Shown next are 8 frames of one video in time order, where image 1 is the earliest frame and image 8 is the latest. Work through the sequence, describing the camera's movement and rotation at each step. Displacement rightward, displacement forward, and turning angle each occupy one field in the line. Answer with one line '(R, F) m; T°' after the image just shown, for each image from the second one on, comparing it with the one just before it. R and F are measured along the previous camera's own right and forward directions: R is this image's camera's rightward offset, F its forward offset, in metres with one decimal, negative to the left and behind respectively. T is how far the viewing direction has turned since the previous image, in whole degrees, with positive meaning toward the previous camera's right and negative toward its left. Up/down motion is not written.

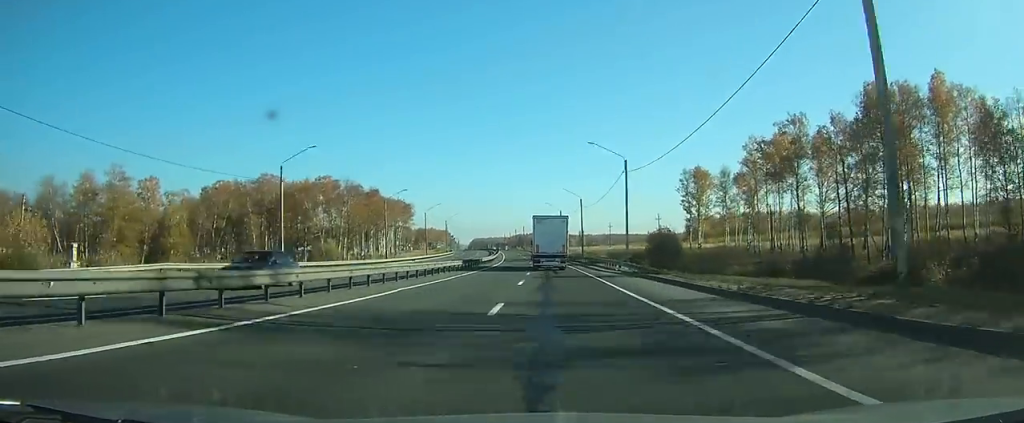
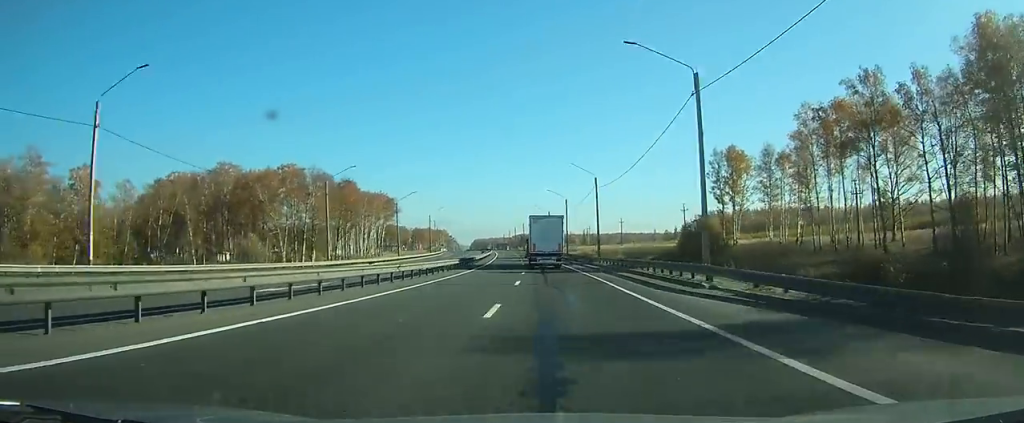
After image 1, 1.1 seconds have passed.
(-0.1, +22.3) m; 0°
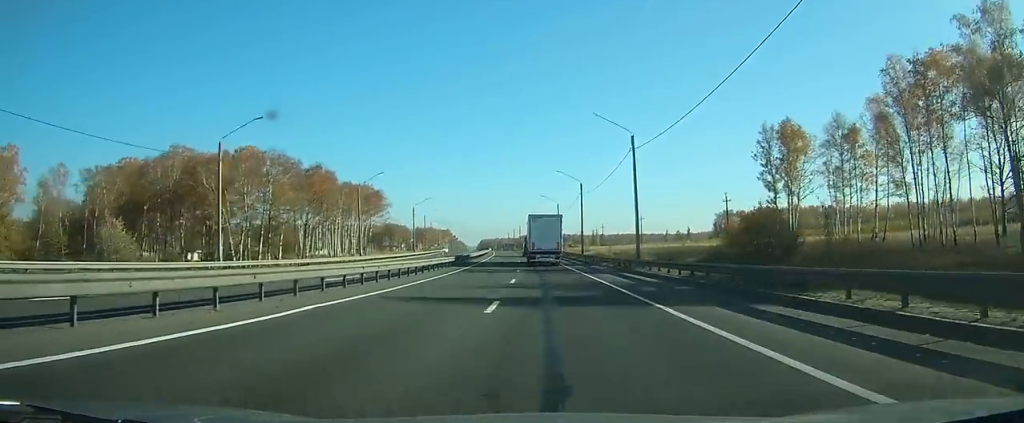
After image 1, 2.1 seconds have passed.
(0.0, +21.6) m; -1°
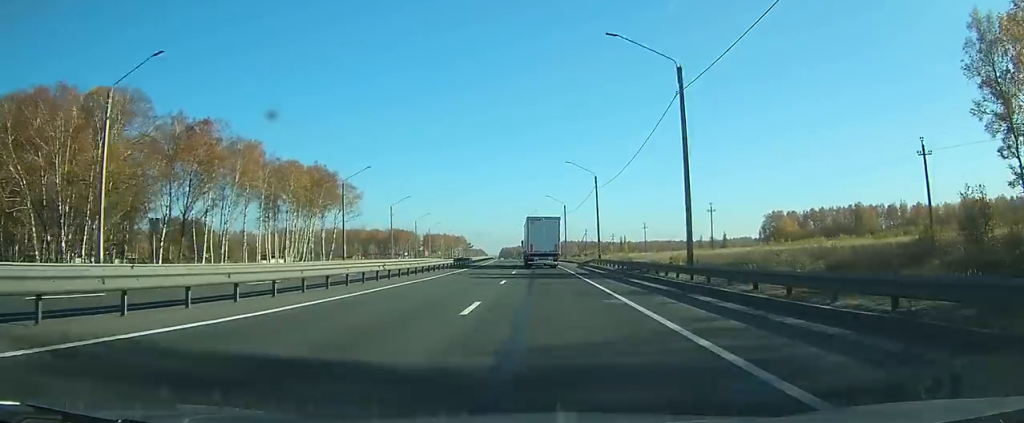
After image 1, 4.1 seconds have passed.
(-0.5, +48.5) m; -2°
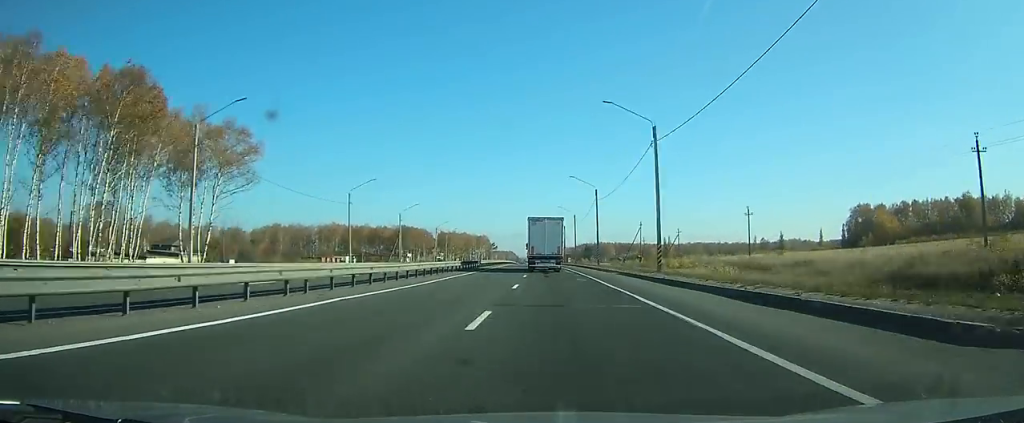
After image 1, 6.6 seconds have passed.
(-1.5, +67.4) m; -2°
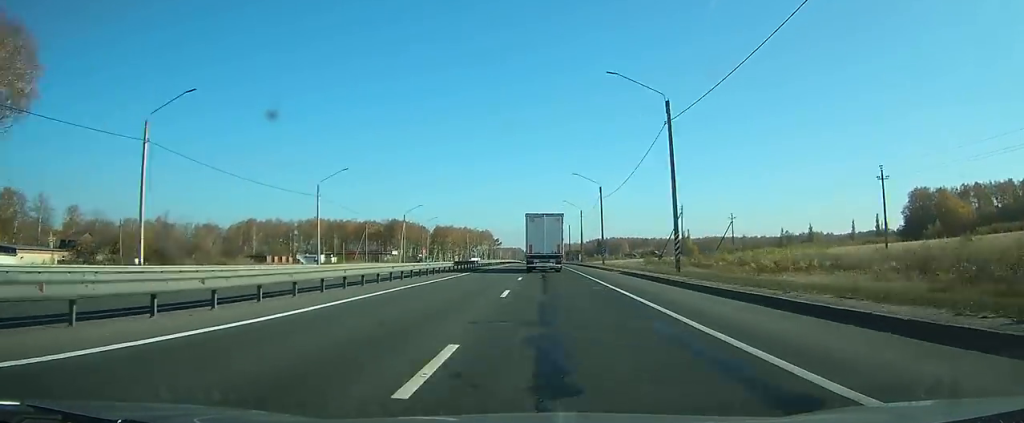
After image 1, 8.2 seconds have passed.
(-0.4, +41.5) m; -1°
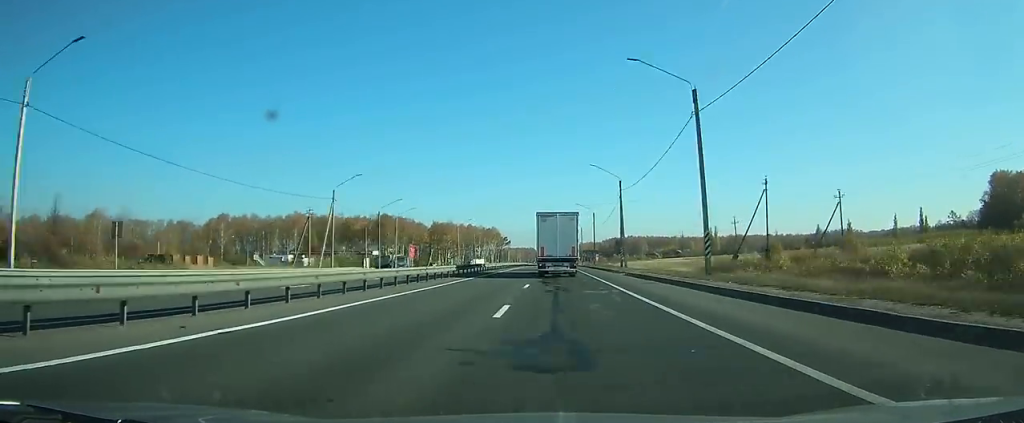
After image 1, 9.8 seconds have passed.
(-0.5, +39.7) m; -1°
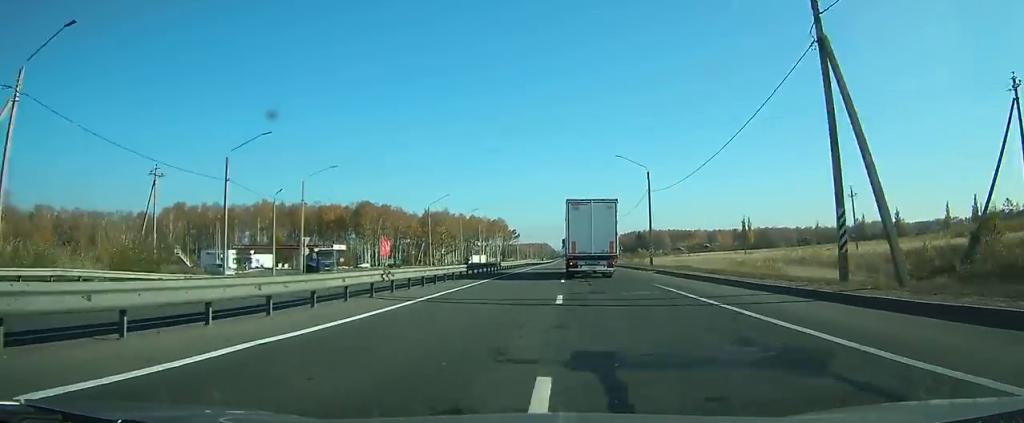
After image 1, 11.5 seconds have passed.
(-0.5, +41.7) m; -1°
